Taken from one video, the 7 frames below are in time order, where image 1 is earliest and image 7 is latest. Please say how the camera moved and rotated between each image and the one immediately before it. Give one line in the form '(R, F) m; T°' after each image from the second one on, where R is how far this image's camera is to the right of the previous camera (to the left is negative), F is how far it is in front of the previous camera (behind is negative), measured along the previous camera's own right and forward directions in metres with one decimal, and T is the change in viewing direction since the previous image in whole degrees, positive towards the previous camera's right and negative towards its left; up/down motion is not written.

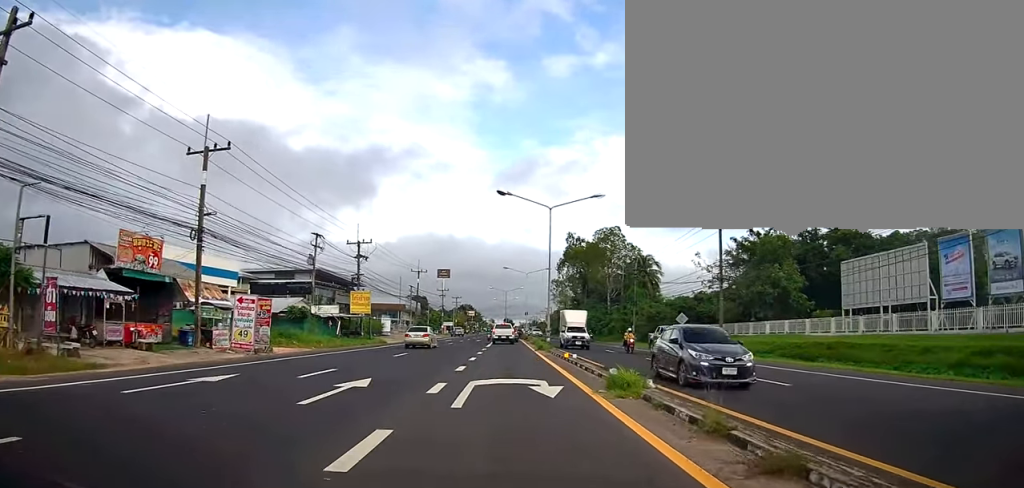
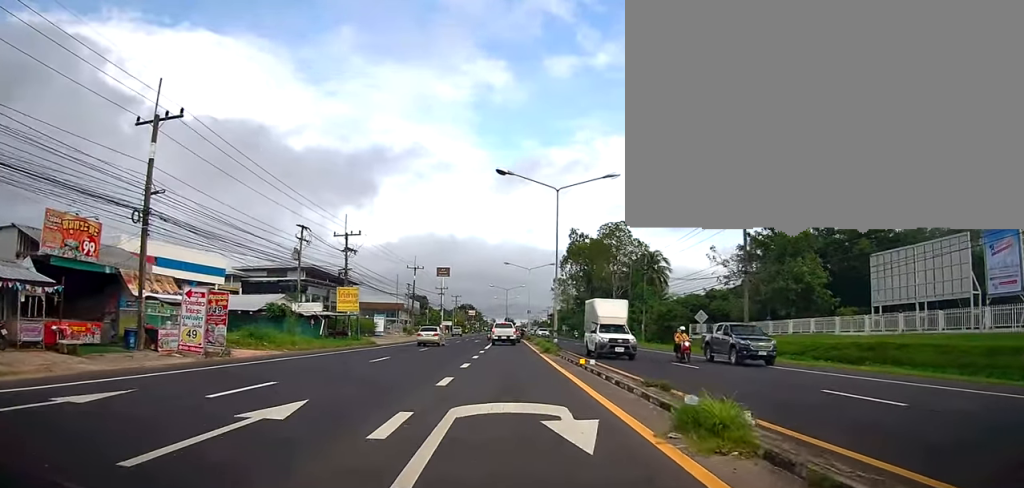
(0.0, +4.7) m; -3°
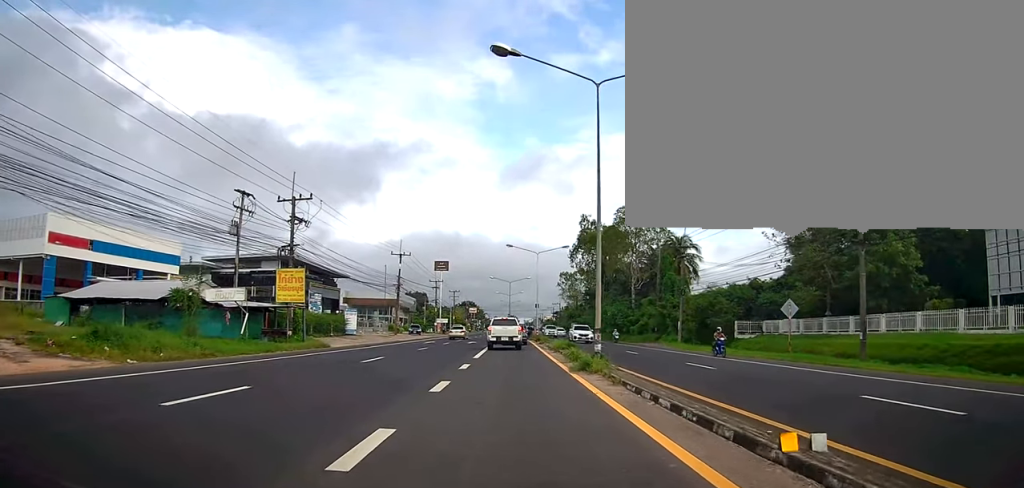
(-1.3, +13.9) m; -1°
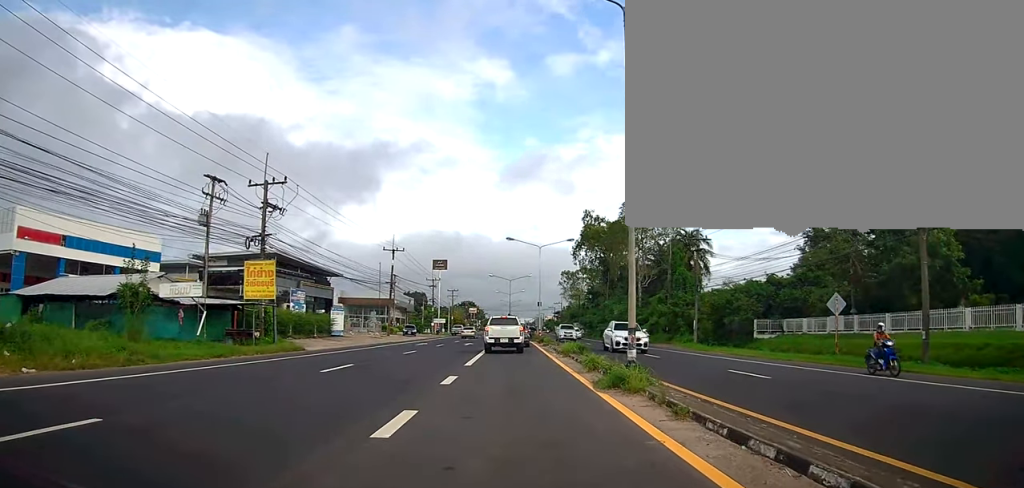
(+1.1, +4.8) m; +4°
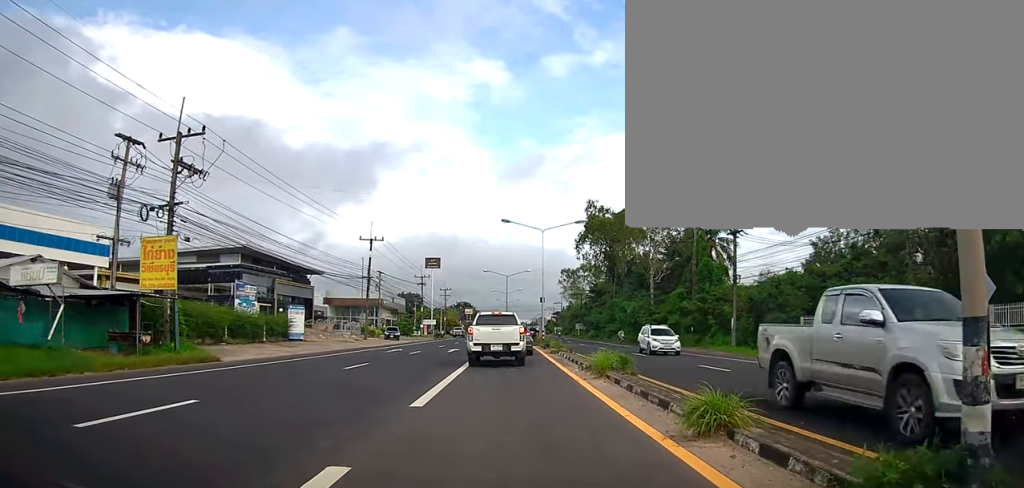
(-1.6, +9.1) m; -4°
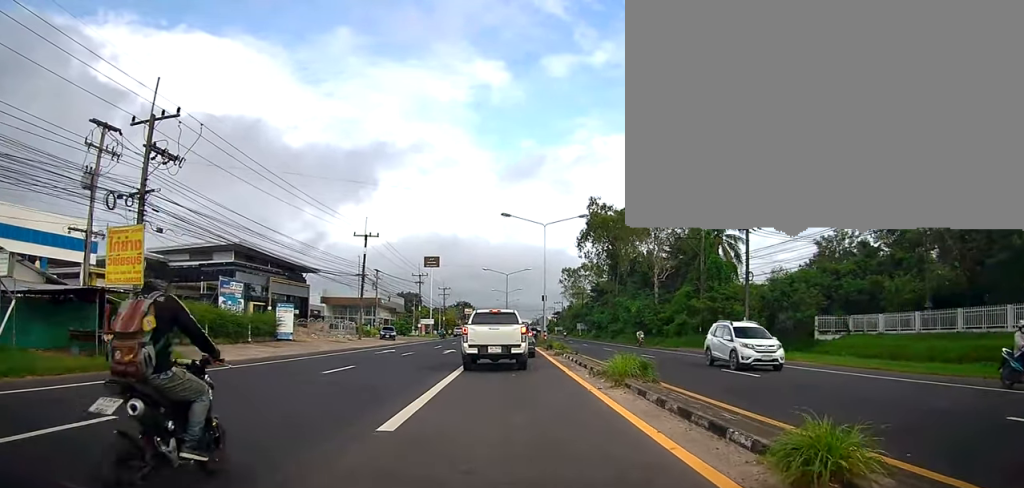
(+0.2, +2.2) m; +1°
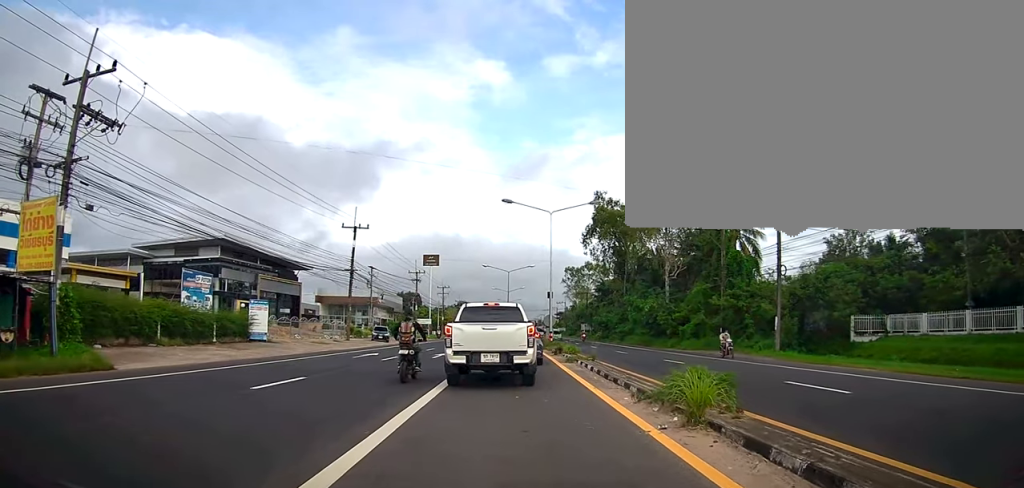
(+0.1, +4.7) m; -2°
